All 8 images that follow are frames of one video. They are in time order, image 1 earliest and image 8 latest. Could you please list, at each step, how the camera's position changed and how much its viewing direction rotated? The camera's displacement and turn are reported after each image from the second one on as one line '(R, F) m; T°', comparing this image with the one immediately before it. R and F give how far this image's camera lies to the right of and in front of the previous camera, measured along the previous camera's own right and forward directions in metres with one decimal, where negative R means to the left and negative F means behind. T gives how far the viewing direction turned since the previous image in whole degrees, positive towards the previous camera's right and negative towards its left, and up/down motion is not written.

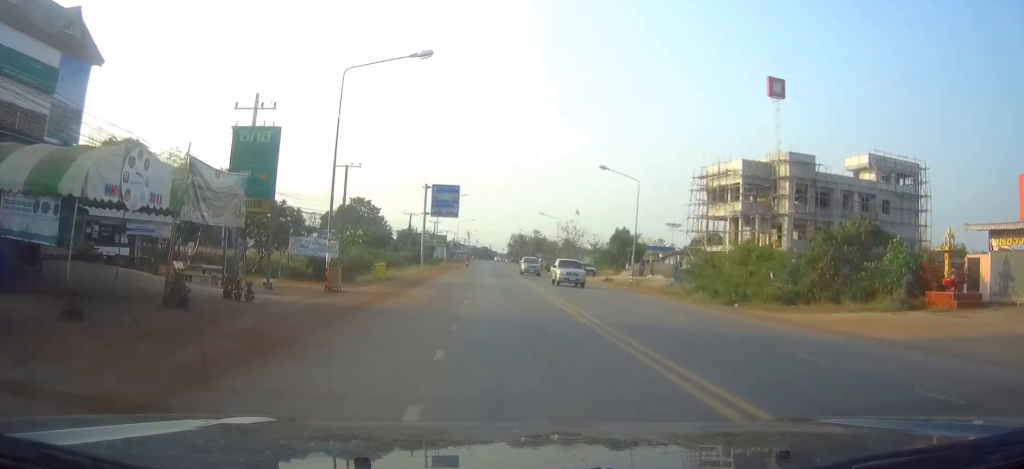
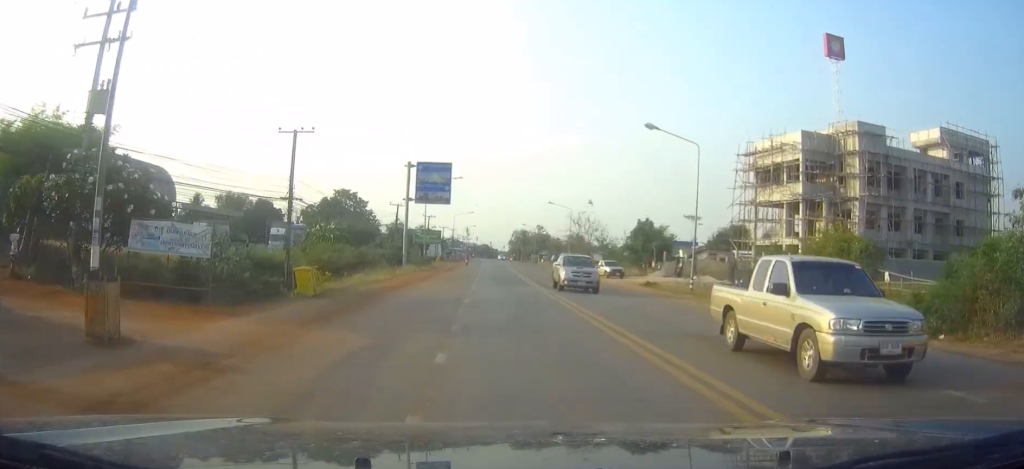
(0.0, +17.7) m; 0°
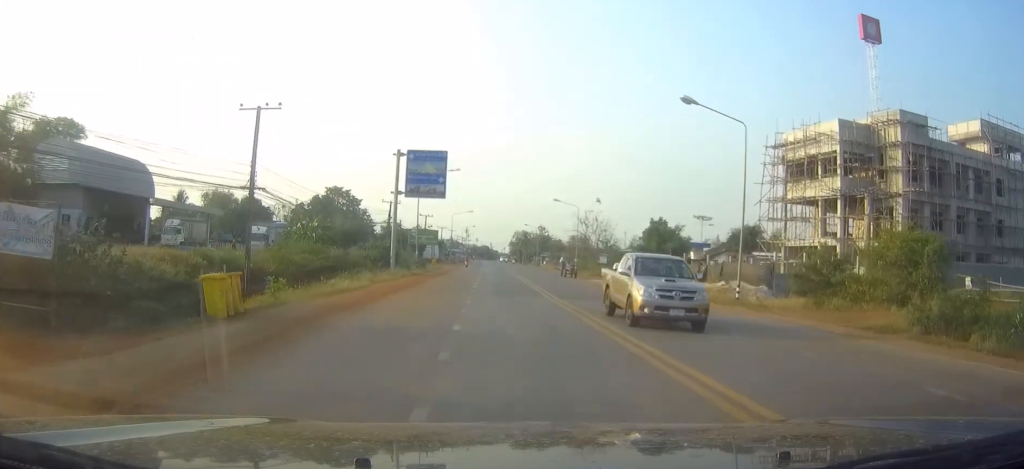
(0.0, +7.8) m; 0°
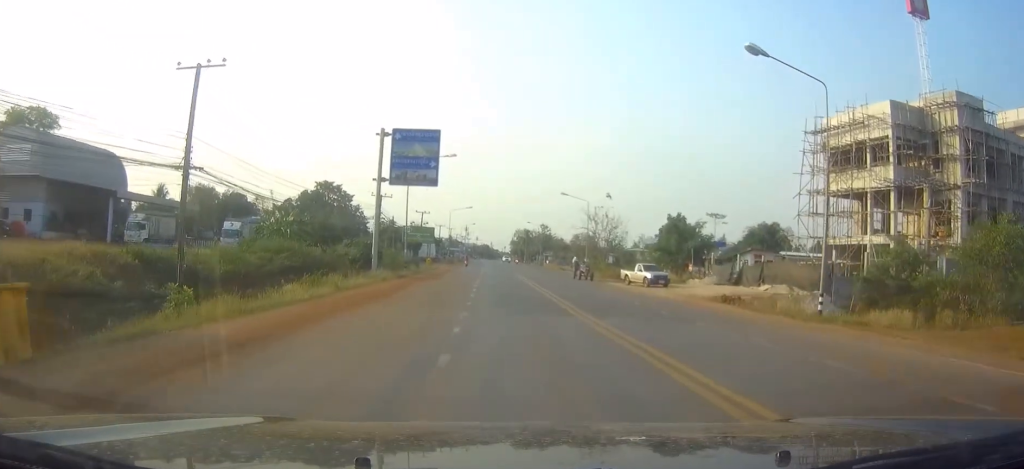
(0.0, +9.1) m; 0°
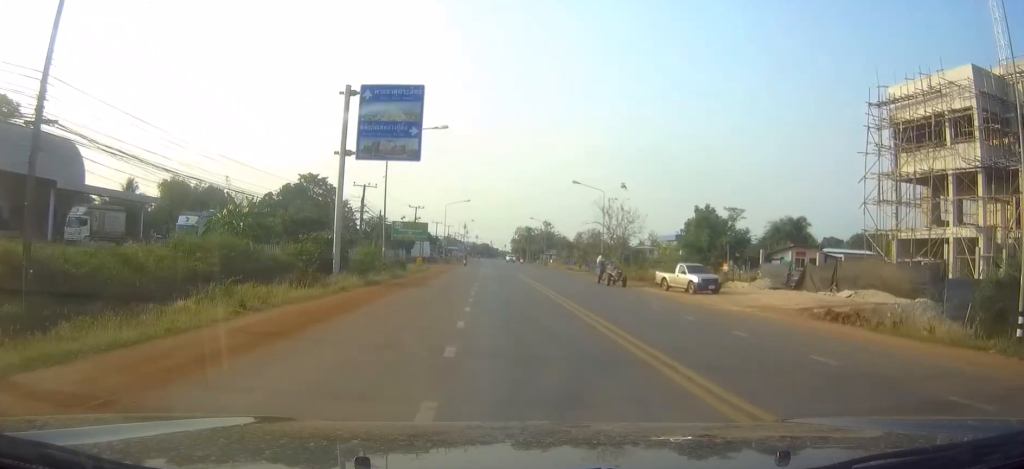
(0.0, +11.5) m; 0°
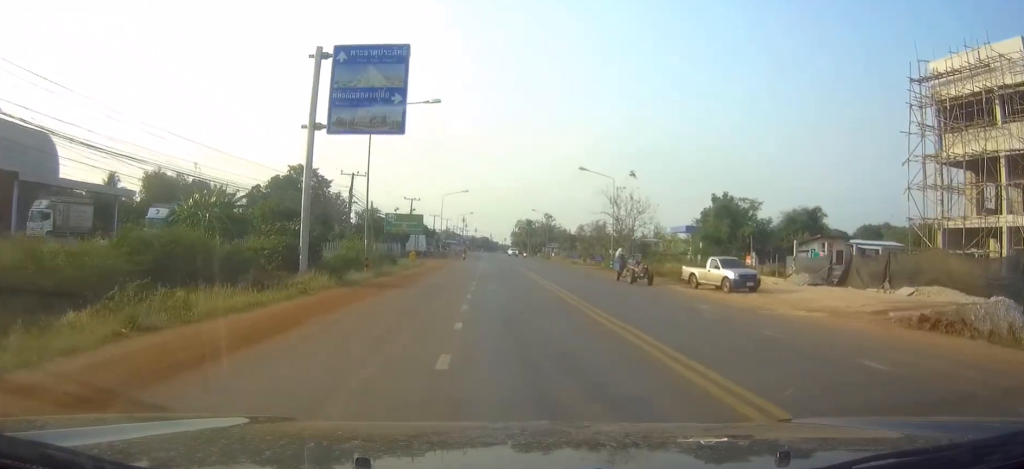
(0.0, +6.0) m; 0°
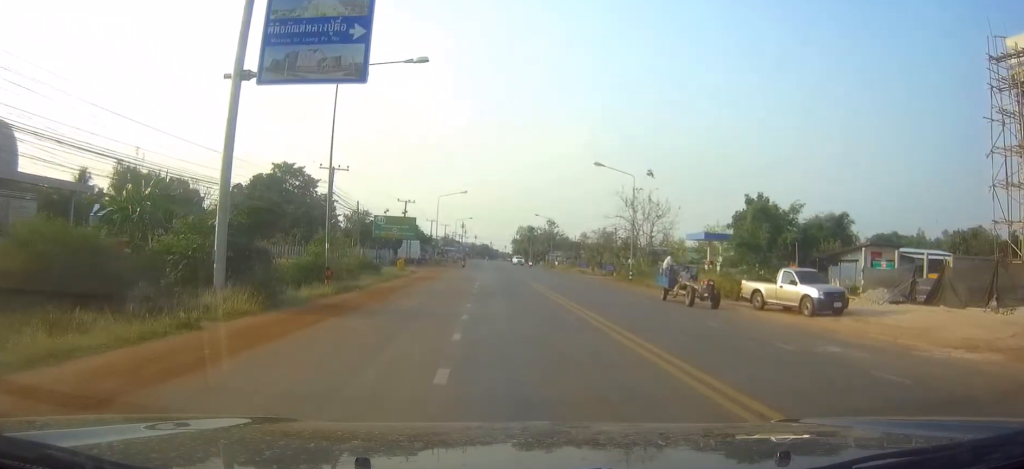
(0.0, +9.2) m; 0°
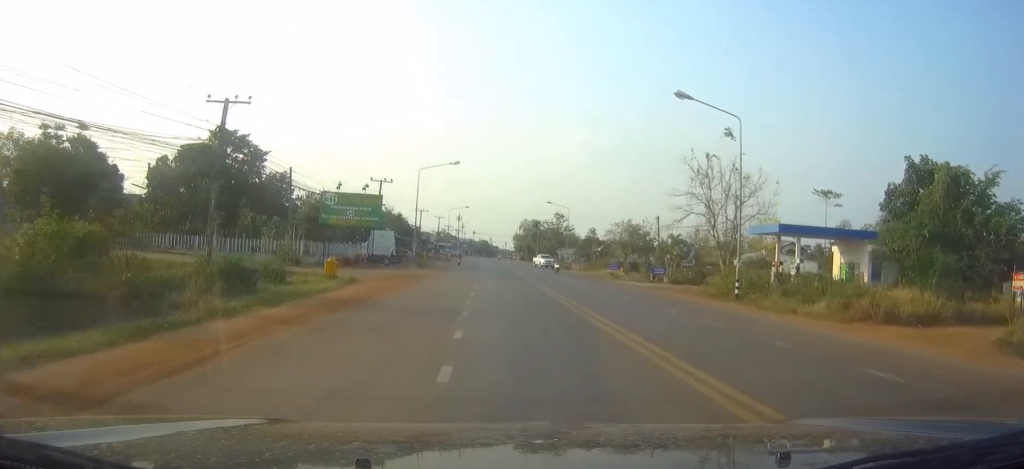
(+0.2, +24.6) m; 0°
